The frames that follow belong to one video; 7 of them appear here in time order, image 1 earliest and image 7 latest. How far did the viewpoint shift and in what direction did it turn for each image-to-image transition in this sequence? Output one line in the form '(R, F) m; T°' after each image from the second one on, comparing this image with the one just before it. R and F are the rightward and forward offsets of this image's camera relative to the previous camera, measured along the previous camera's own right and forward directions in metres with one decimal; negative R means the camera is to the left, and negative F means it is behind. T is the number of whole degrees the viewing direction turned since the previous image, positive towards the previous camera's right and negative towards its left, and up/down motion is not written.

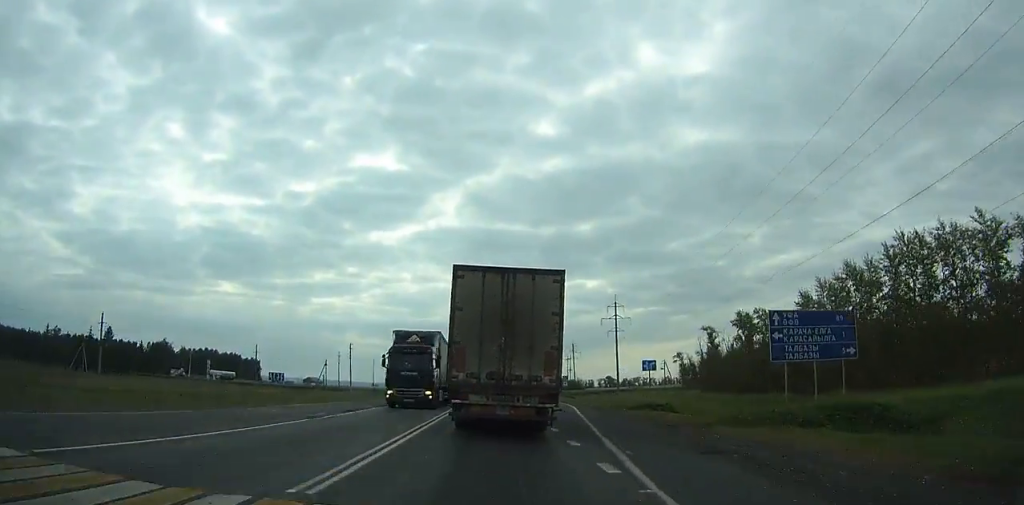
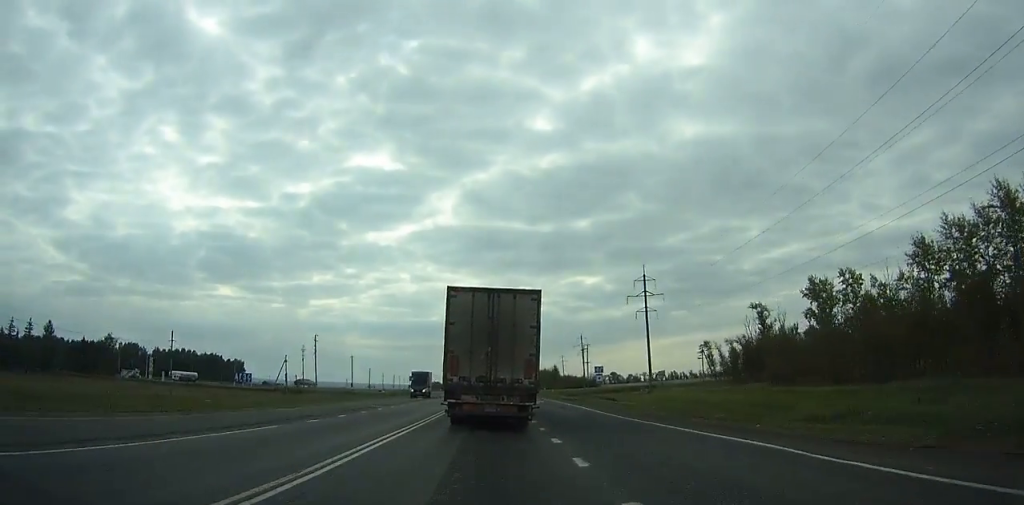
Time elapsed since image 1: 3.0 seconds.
(-0.2, +33.1) m; 0°
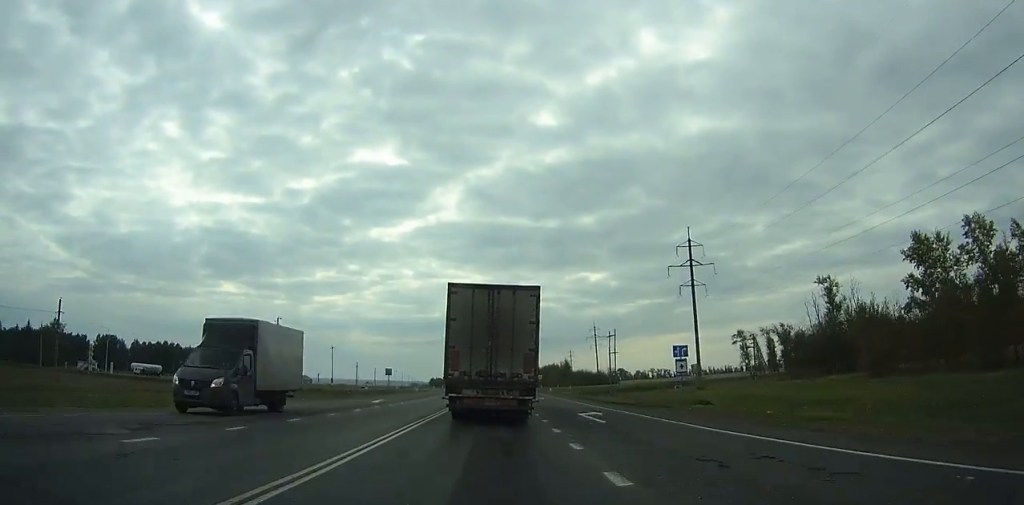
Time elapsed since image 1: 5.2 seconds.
(0.0, +25.0) m; 0°
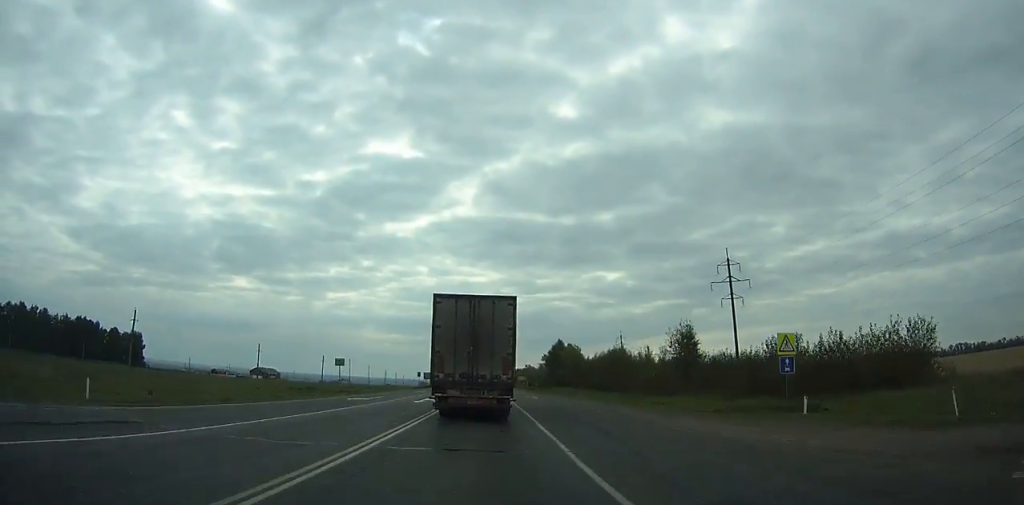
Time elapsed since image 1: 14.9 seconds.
(+0.3, +125.7) m; -1°
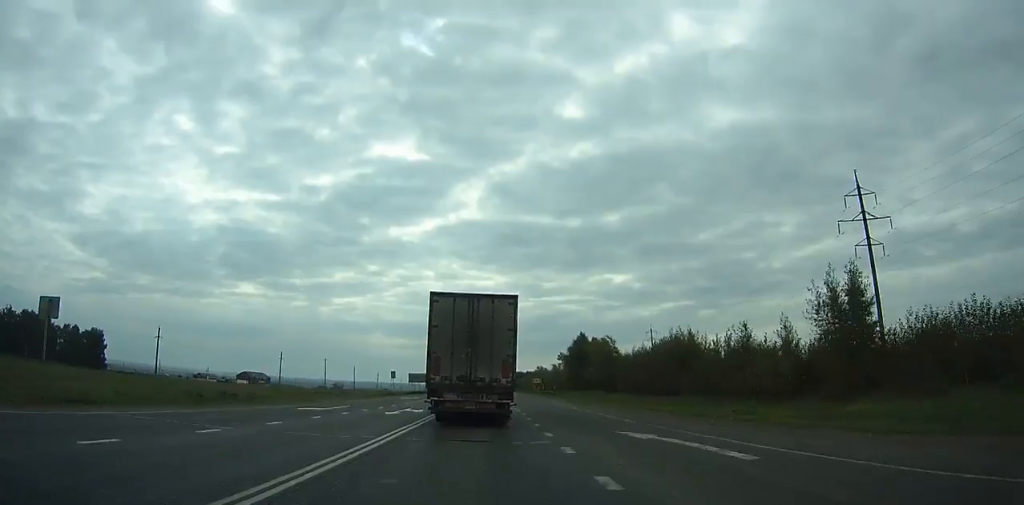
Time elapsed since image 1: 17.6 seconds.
(-0.4, +39.1) m; -1°
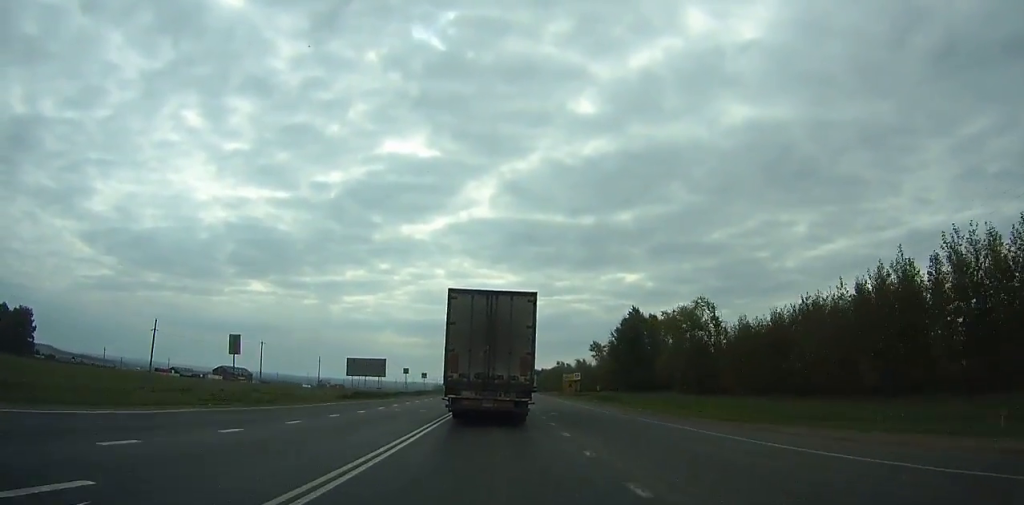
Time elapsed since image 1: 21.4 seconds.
(-0.6, +55.6) m; -1°
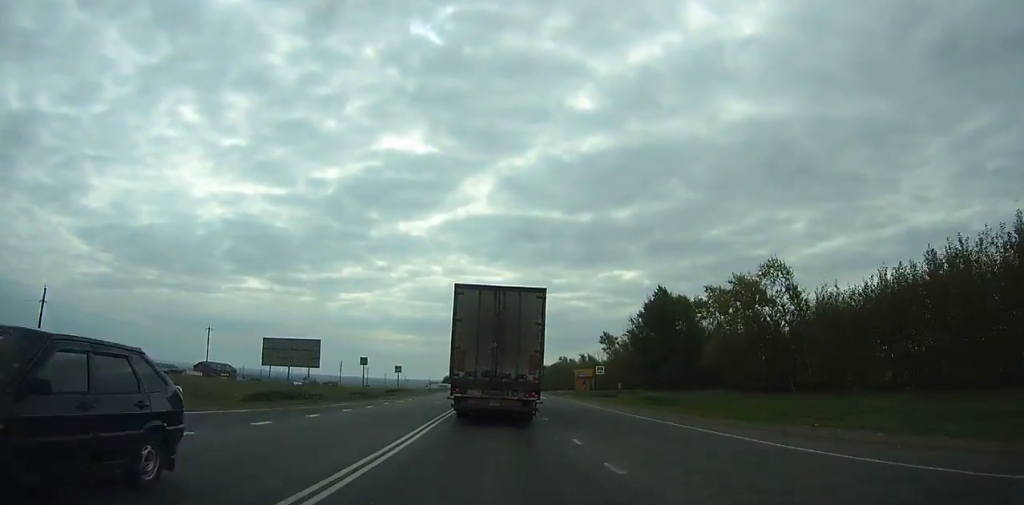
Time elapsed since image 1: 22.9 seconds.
(-0.1, +21.6) m; 0°
